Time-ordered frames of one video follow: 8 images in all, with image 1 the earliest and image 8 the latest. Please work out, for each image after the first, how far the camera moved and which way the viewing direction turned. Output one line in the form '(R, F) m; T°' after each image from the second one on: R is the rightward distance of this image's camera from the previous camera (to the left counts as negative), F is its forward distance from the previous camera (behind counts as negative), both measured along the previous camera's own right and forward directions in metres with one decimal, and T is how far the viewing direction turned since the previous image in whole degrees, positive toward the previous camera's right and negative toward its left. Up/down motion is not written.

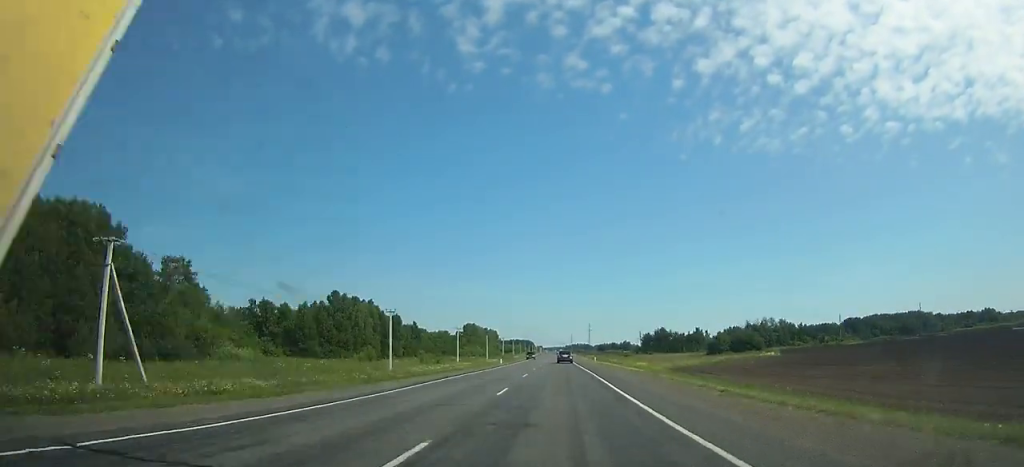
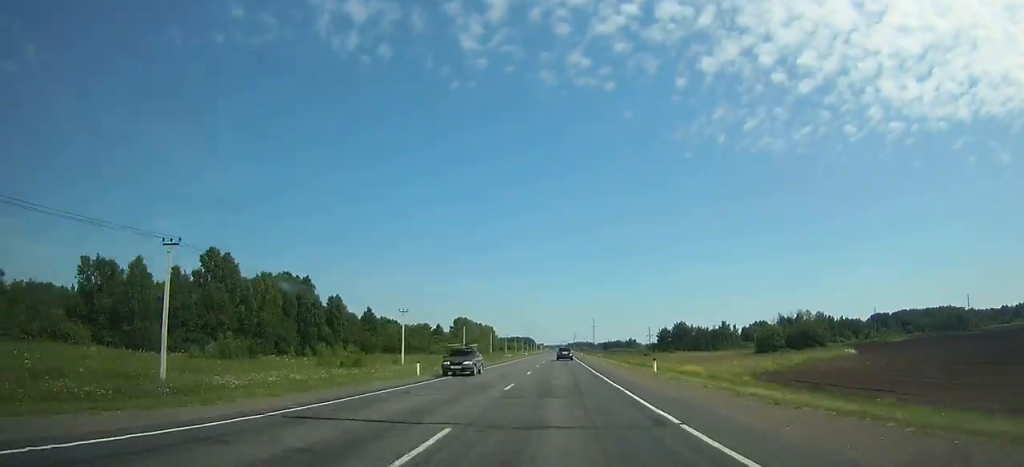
(-0.1, +46.9) m; 0°
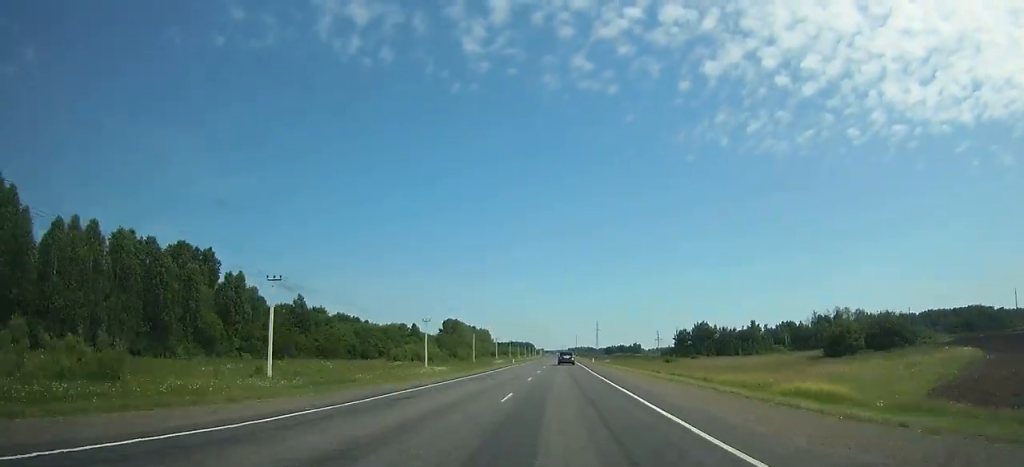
(-0.1, +39.0) m; 0°
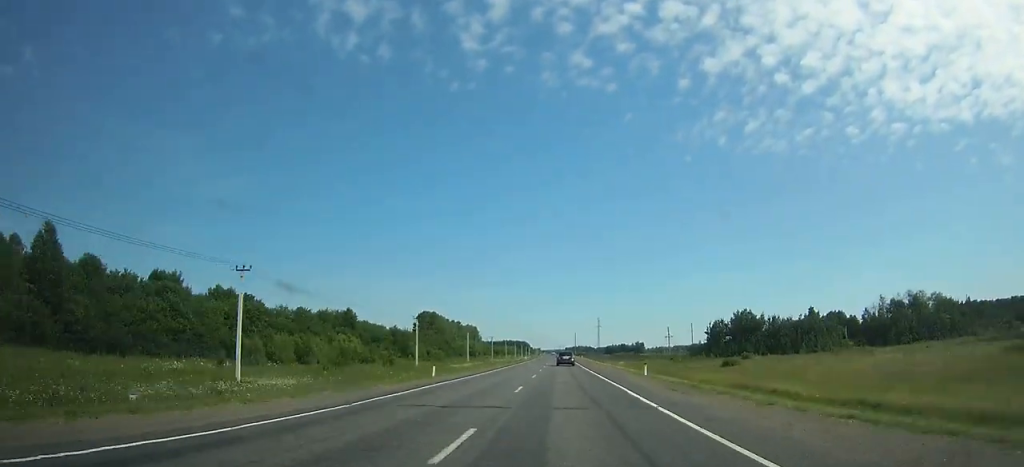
(0.0, +56.1) m; 0°
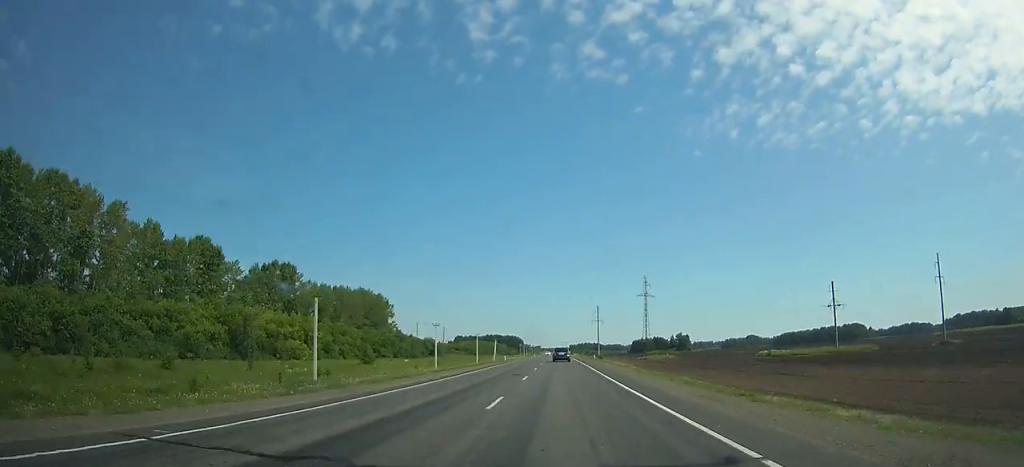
(+0.4, +245.0) m; 0°
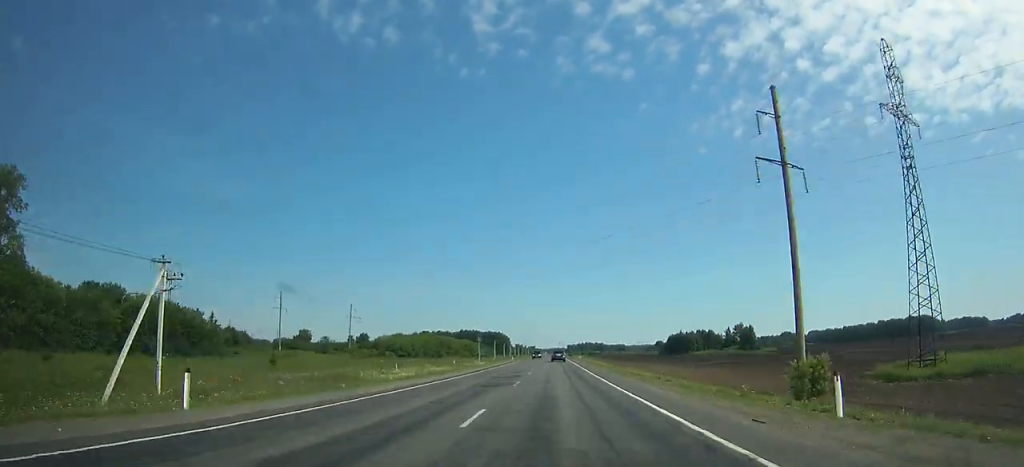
(-0.2, +171.7) m; 0°
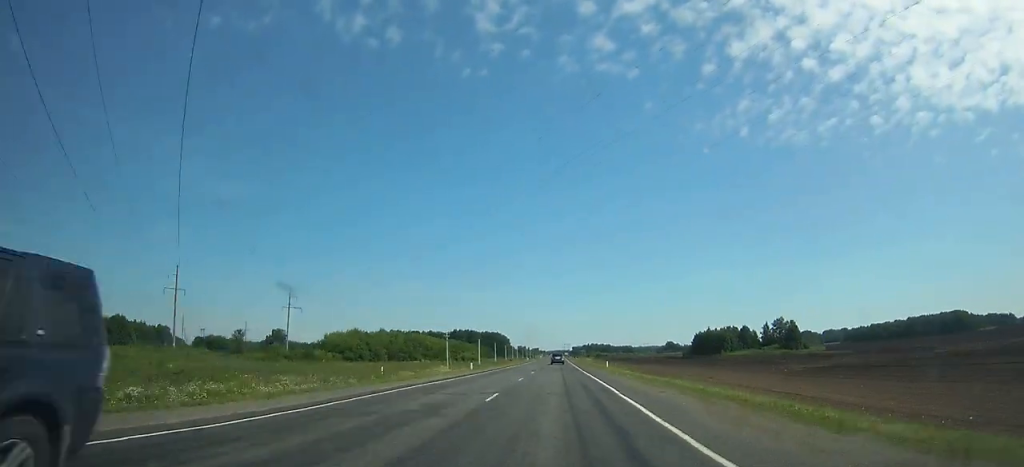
(+0.2, +54.5) m; 0°
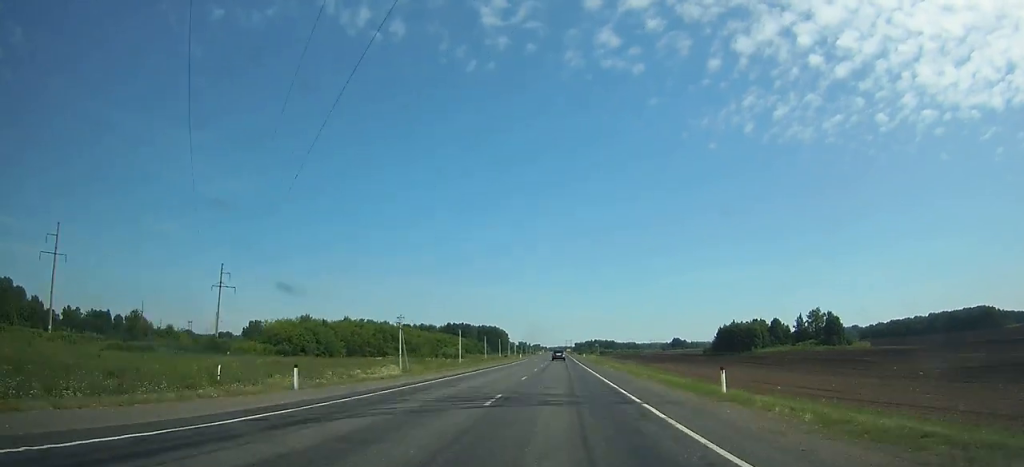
(-0.1, +37.3) m; 0°
